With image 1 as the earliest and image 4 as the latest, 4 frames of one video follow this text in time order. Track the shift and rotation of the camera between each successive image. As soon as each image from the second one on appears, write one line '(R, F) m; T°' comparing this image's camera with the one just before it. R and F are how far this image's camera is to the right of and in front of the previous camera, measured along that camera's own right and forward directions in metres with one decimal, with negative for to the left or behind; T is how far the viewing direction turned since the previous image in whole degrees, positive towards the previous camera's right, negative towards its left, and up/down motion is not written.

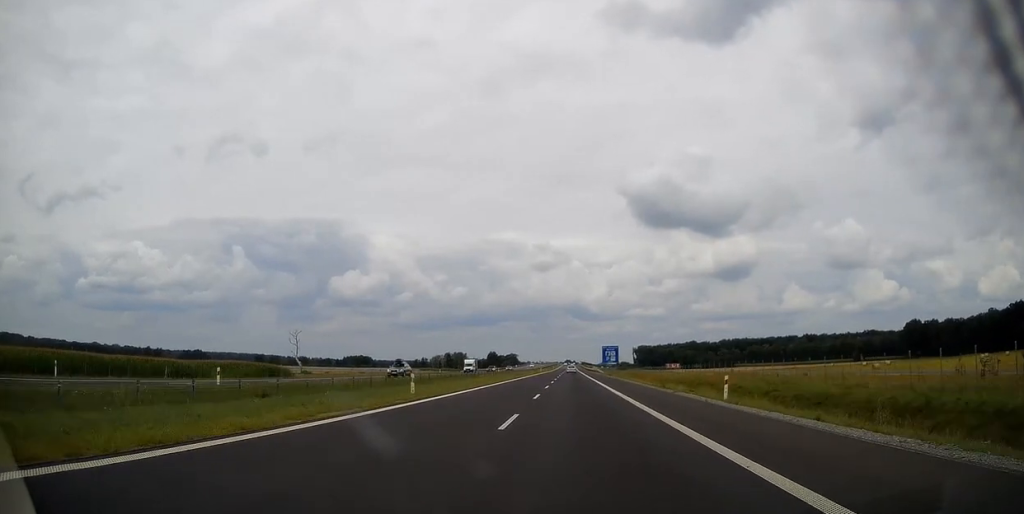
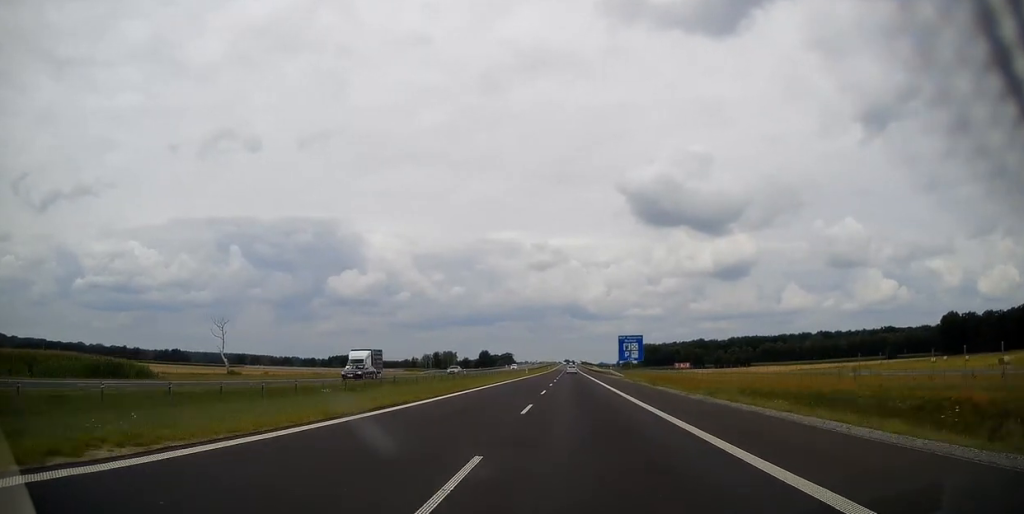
(+0.1, +43.6) m; 0°
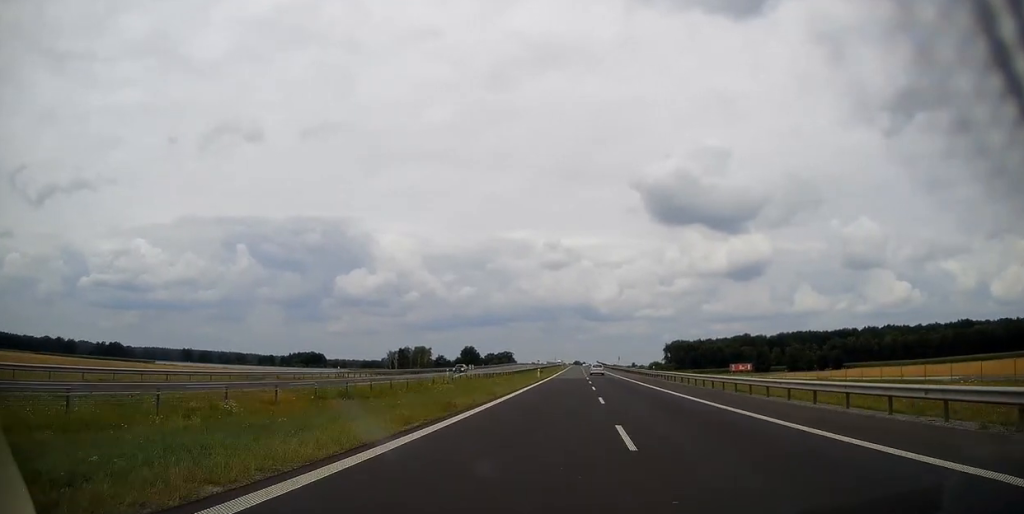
(-1.4, +127.2) m; -1°
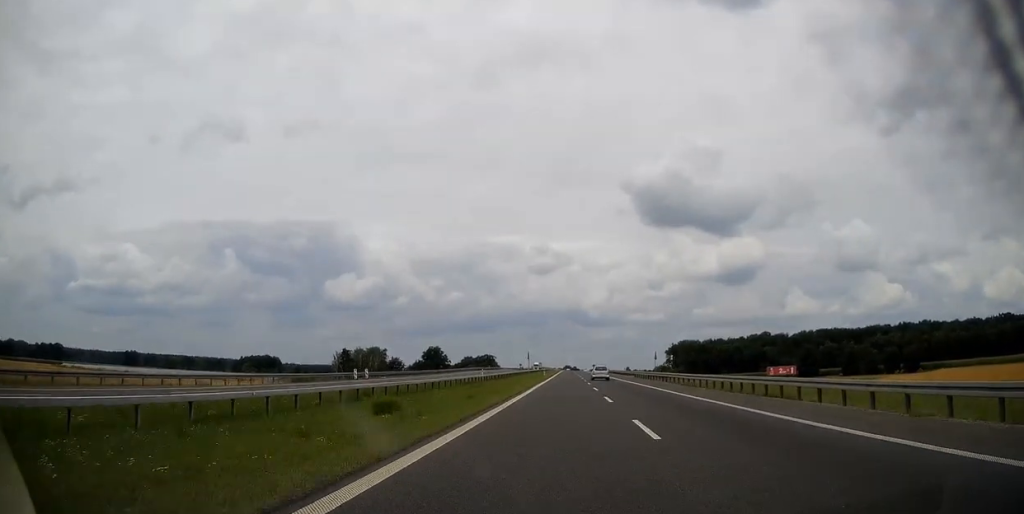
(+0.6, +73.5) m; +1°
